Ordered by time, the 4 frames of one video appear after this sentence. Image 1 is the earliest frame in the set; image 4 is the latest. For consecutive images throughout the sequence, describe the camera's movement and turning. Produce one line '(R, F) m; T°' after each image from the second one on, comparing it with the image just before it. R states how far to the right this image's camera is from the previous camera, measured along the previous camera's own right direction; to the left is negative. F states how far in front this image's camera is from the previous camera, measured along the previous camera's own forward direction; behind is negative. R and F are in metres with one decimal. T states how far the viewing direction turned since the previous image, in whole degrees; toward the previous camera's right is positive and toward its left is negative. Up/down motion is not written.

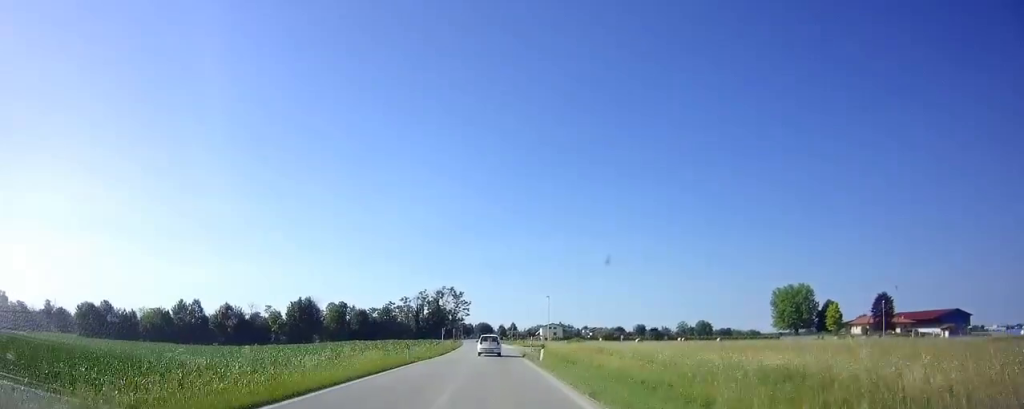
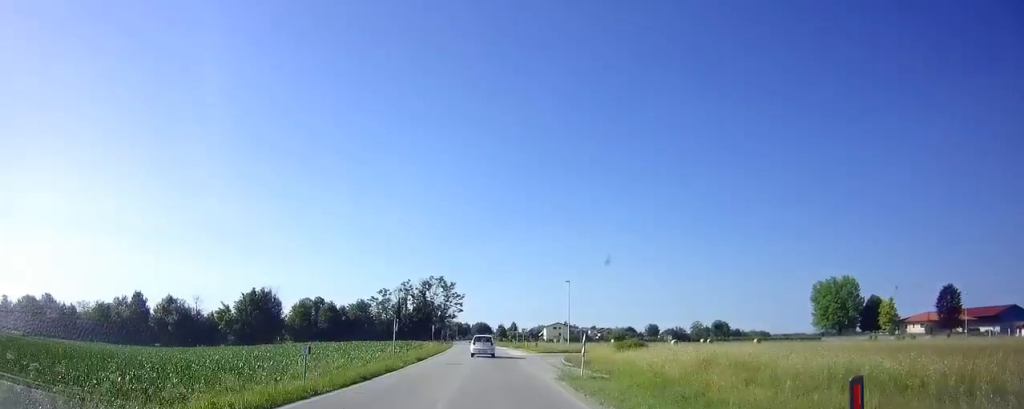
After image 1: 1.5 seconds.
(0.0, +26.0) m; -1°
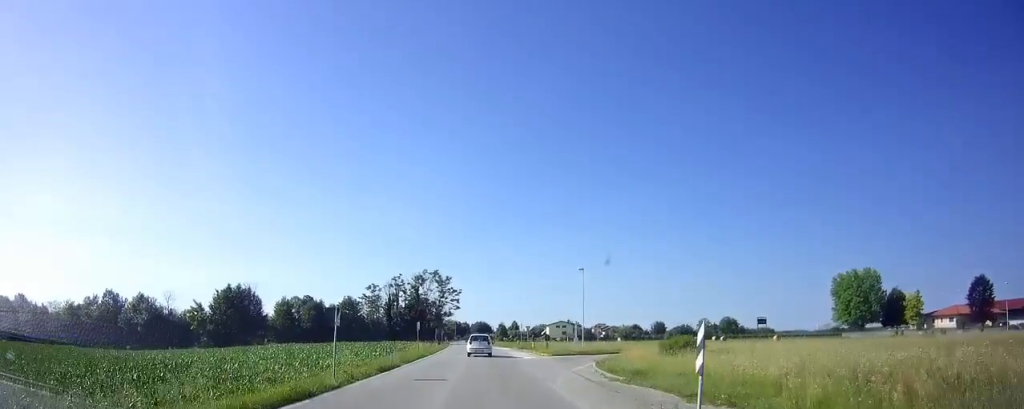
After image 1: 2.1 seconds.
(-0.1, +10.0) m; -1°
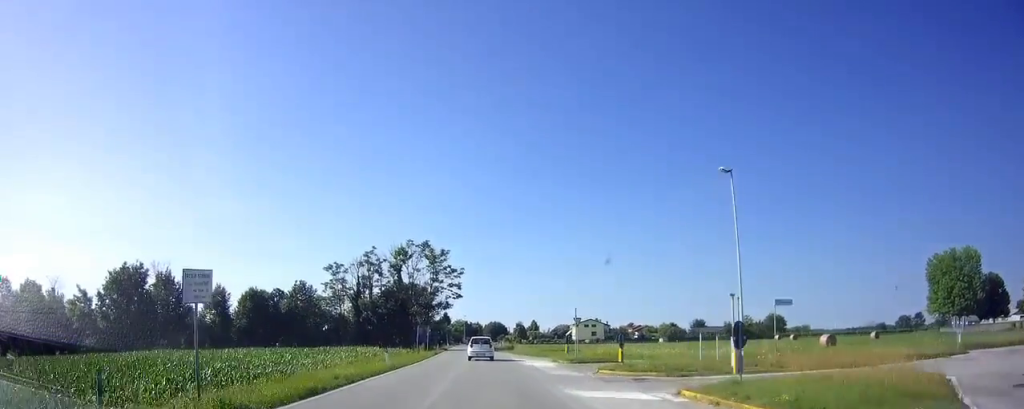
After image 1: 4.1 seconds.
(-0.5, +32.1) m; -2°
